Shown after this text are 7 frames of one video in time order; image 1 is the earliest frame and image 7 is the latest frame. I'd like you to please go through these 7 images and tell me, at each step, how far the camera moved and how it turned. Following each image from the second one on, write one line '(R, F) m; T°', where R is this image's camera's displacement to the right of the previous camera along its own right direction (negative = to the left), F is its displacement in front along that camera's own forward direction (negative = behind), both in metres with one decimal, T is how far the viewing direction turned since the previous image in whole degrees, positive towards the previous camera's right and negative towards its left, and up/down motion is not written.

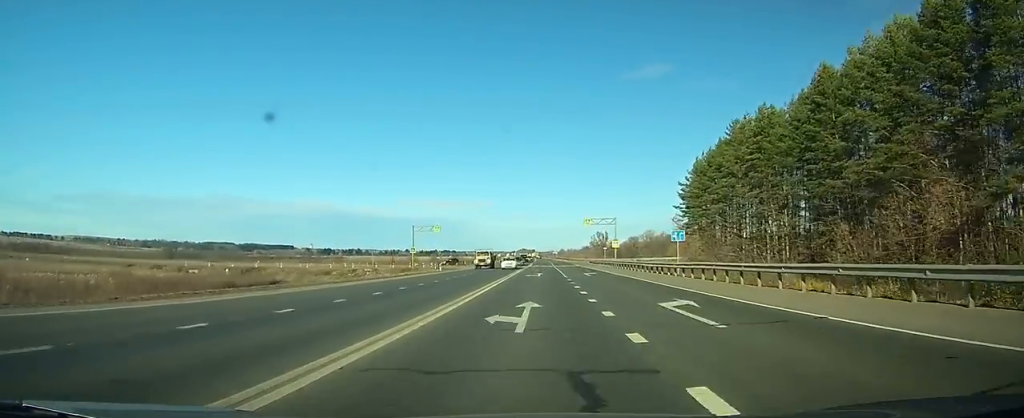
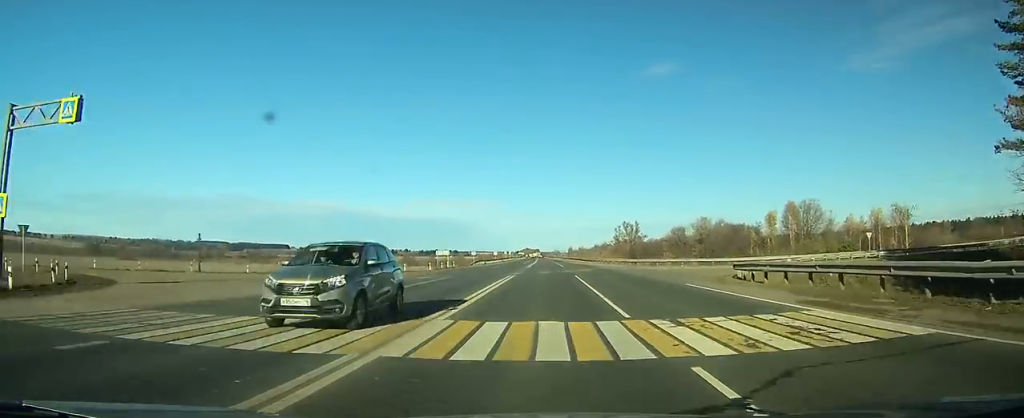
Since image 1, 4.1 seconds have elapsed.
(-0.5, +91.4) m; 0°
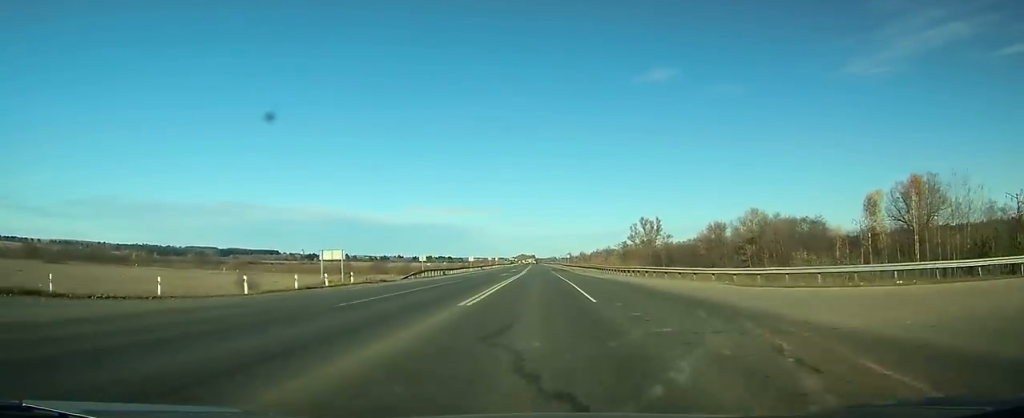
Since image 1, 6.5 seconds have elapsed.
(0.0, +48.1) m; 0°
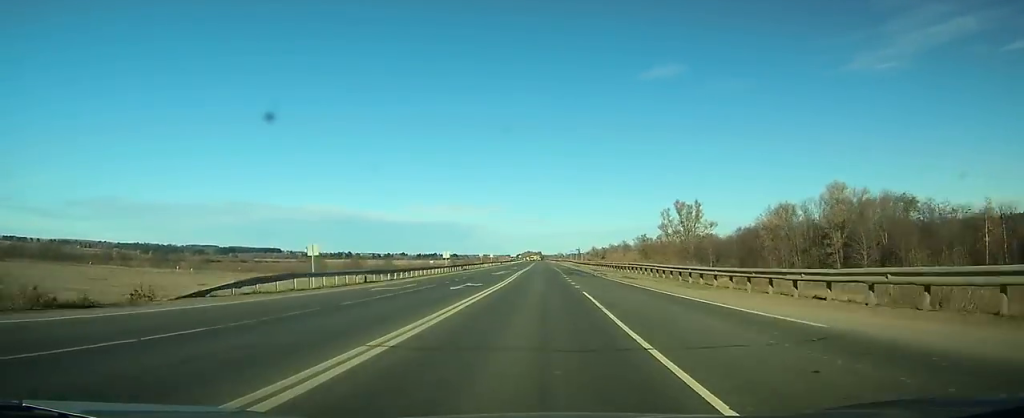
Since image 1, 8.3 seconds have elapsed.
(-0.1, +34.4) m; 0°
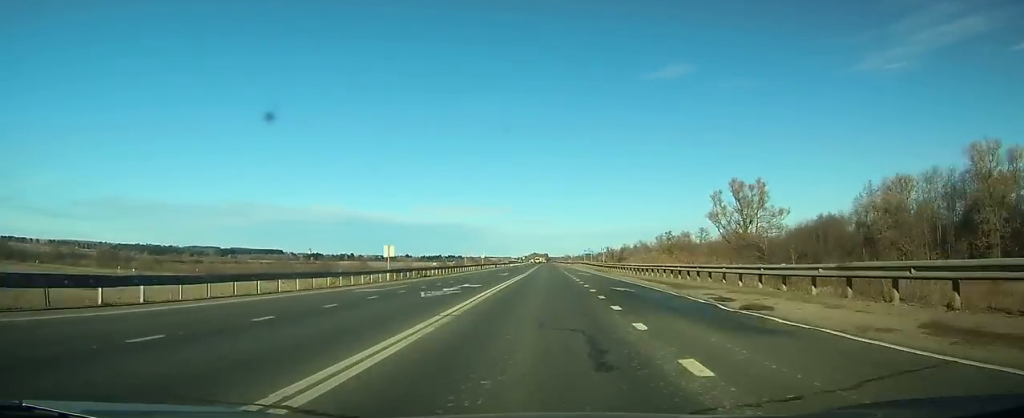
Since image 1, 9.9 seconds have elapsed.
(-0.1, +30.7) m; 0°
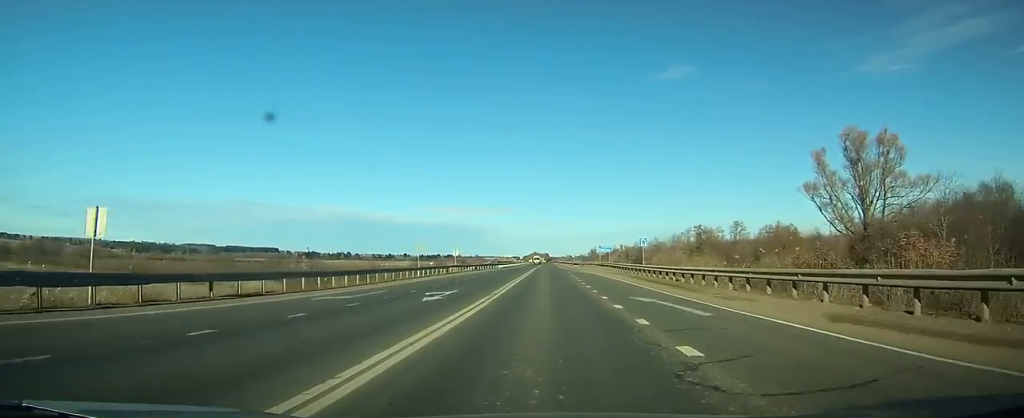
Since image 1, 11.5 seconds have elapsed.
(-0.1, +32.0) m; 0°
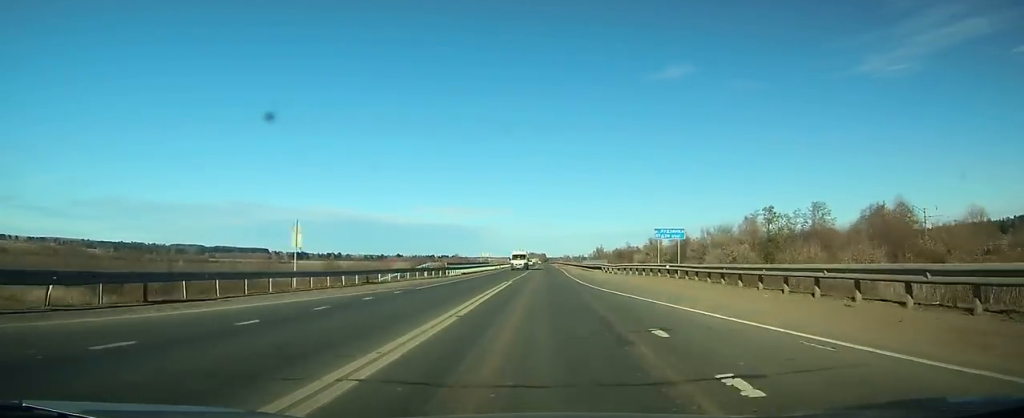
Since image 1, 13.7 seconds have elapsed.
(-0.1, +50.0) m; 0°
